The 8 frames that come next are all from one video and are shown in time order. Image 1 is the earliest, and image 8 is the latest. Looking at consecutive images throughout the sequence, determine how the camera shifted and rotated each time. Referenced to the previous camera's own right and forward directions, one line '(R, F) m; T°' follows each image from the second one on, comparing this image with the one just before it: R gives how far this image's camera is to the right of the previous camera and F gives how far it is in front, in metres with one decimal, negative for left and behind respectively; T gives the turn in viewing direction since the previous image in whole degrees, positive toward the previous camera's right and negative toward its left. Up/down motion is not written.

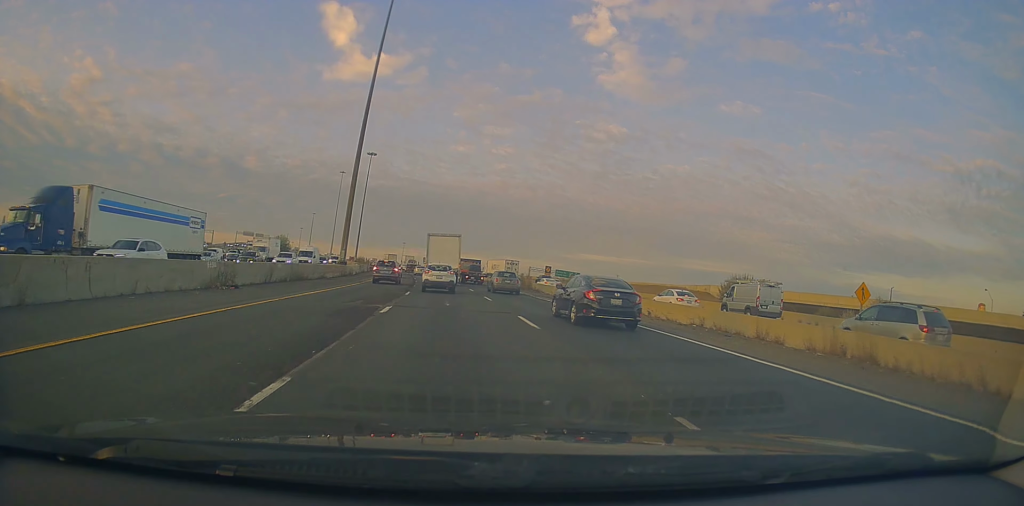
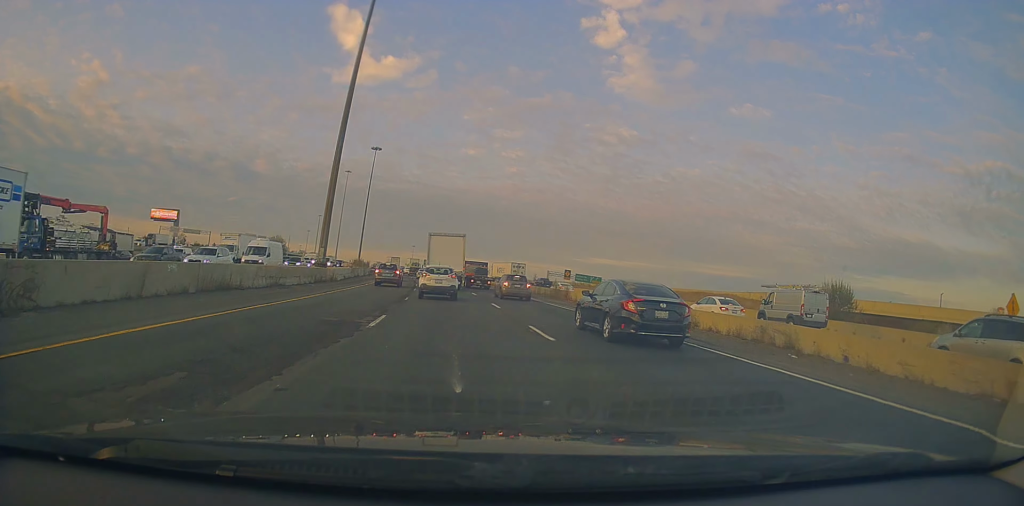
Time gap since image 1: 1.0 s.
(+0.1, +12.8) m; -3°
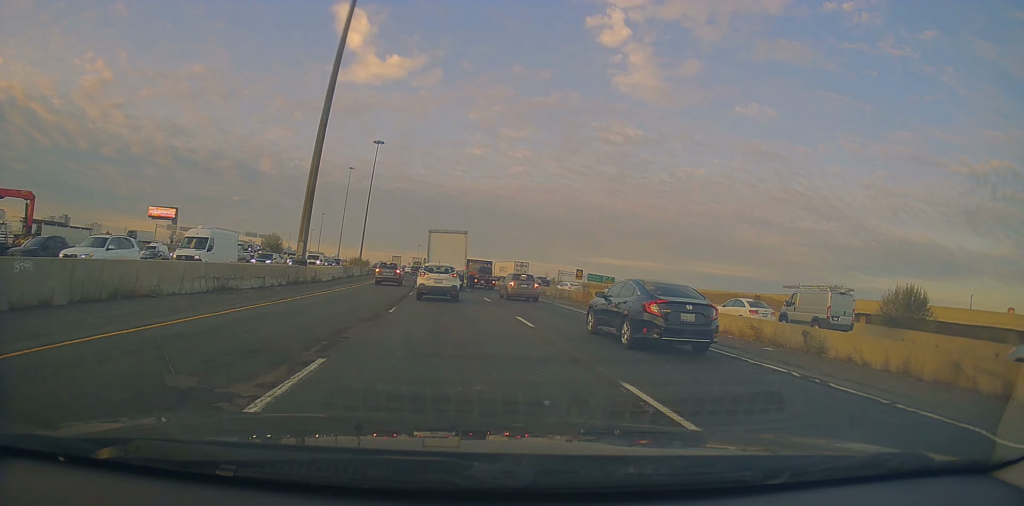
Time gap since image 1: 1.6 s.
(-0.4, +7.1) m; -3°
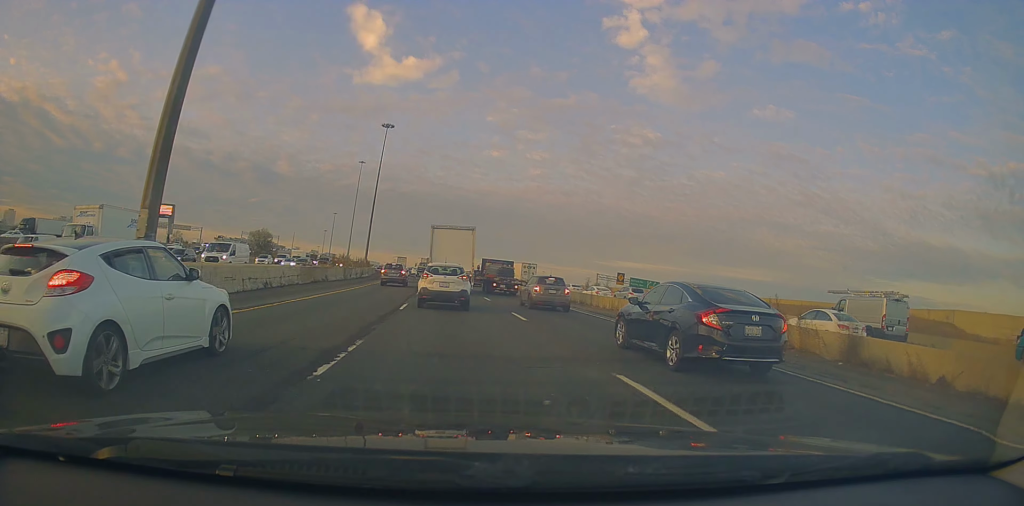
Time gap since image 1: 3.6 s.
(-0.4, +20.2) m; +2°
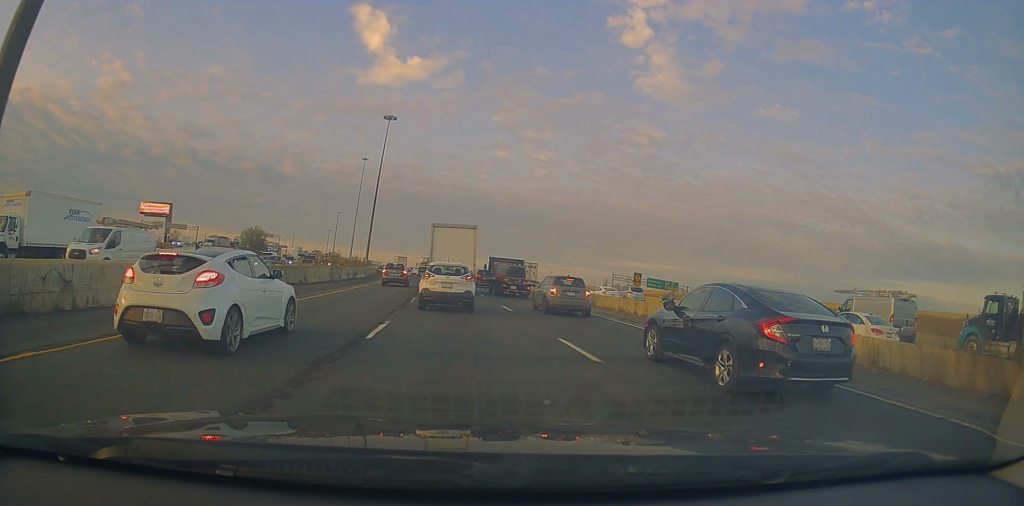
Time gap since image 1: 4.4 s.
(+0.2, +7.2) m; -1°
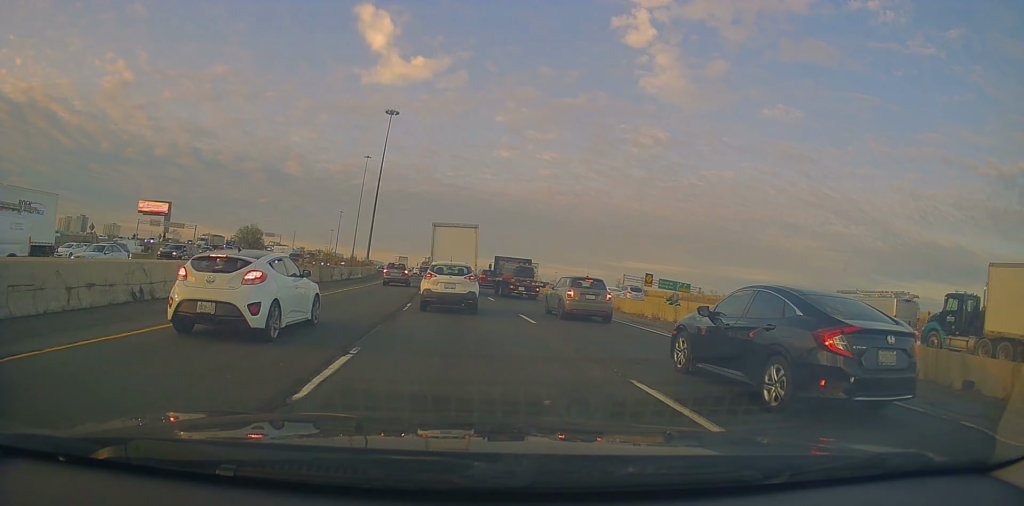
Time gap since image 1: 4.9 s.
(+0.1, +4.4) m; -2°
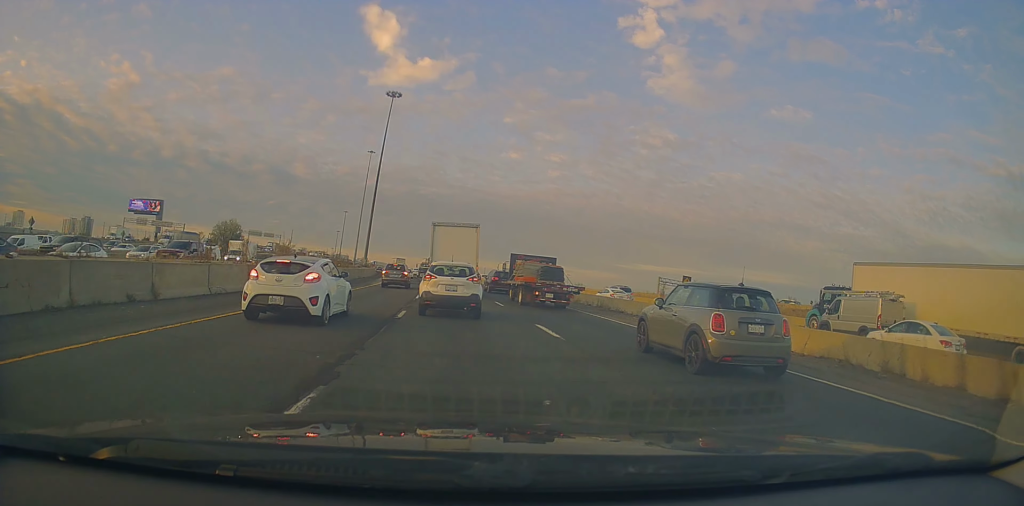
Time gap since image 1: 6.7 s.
(-0.2, +14.8) m; +2°
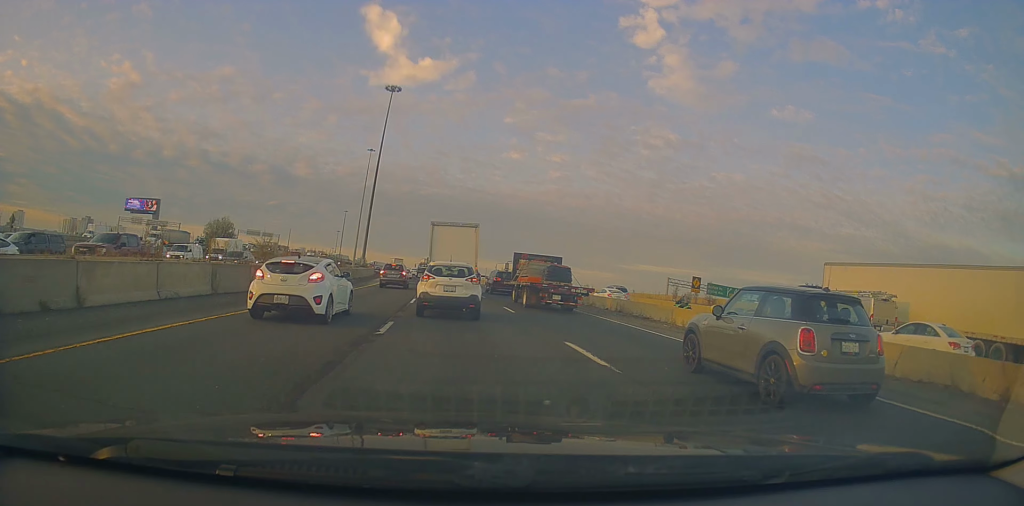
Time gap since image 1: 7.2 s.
(0.0, +3.8) m; 0°
